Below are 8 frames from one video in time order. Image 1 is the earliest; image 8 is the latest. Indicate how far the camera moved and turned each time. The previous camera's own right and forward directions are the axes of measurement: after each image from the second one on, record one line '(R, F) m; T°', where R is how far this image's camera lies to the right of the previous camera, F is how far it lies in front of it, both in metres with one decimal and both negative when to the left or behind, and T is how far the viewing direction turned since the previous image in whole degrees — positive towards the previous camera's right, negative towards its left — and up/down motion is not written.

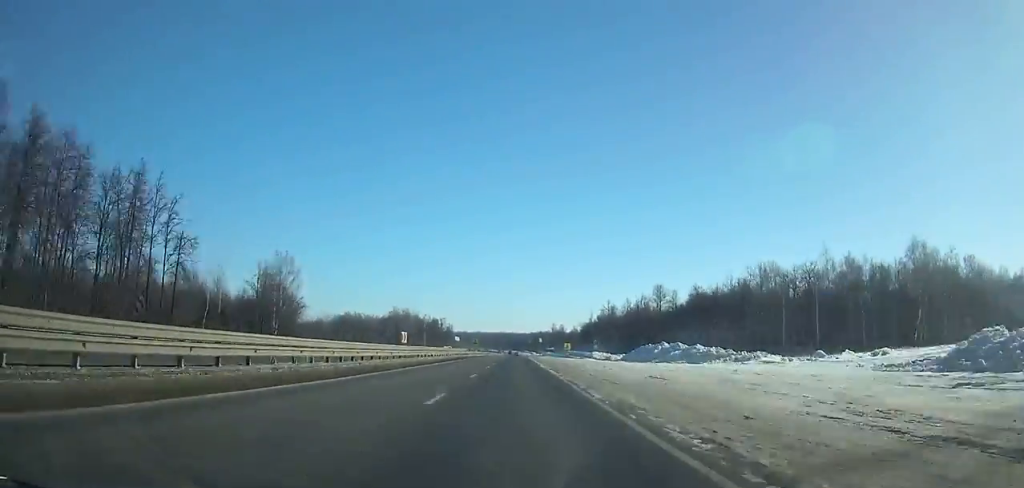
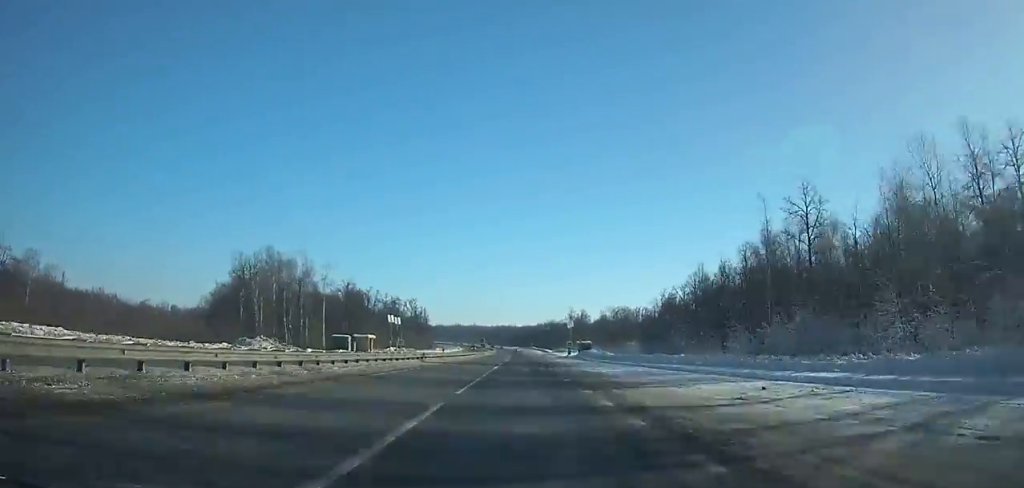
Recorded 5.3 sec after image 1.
(+0.1, +148.0) m; 0°
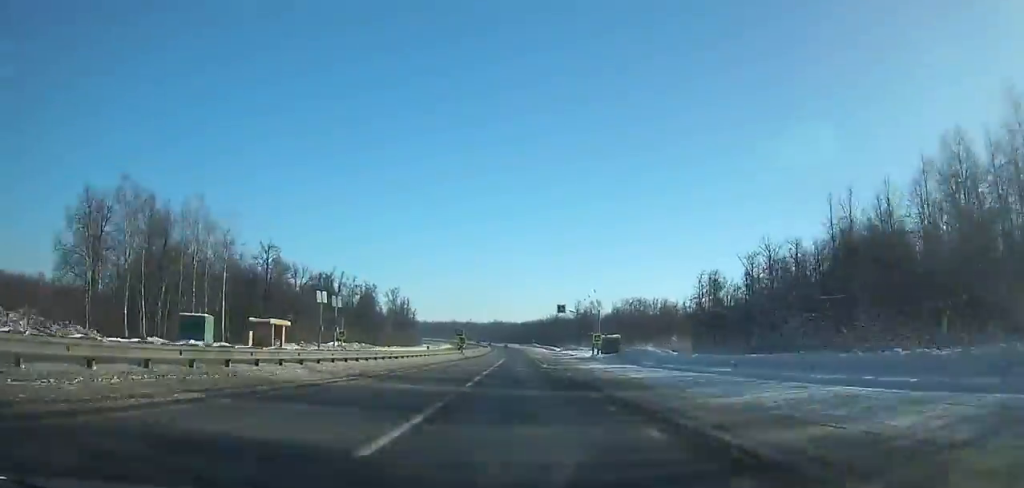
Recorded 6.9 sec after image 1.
(+0.2, +44.7) m; 0°
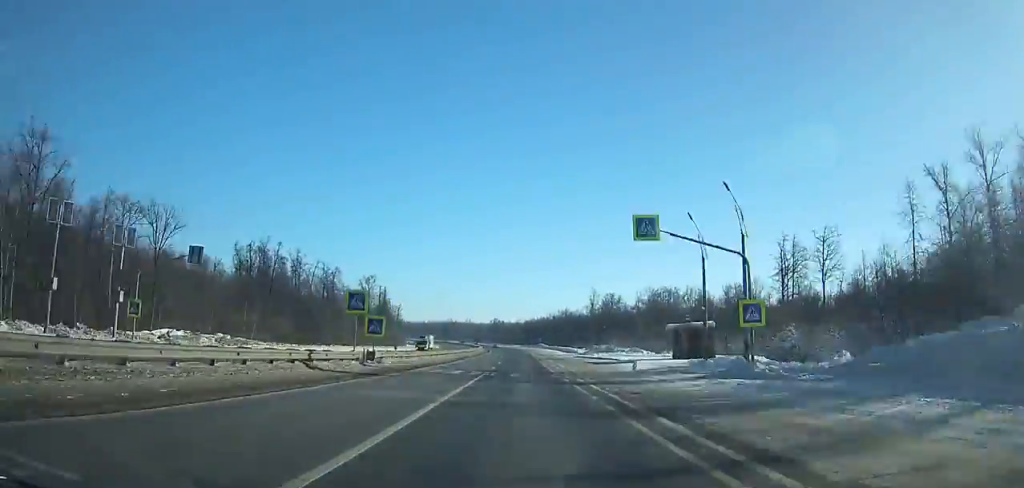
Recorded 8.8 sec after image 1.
(-0.2, +53.1) m; -1°
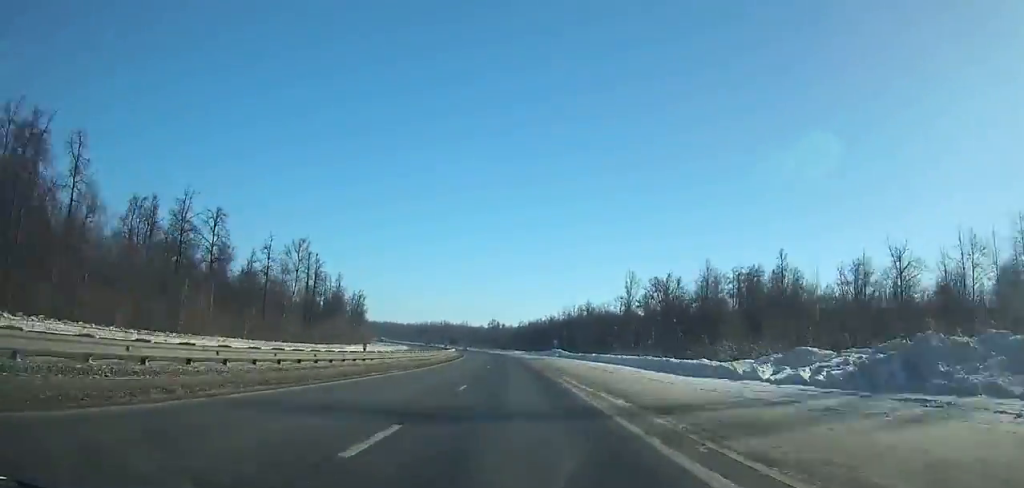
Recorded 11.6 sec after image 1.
(-0.8, +78.2) m; -2°
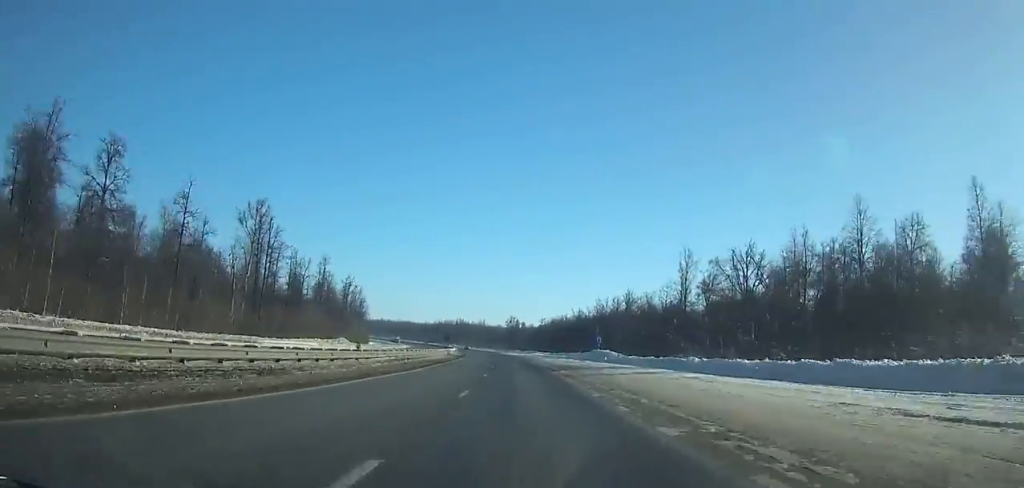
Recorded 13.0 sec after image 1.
(0.0, +39.1) m; -1°
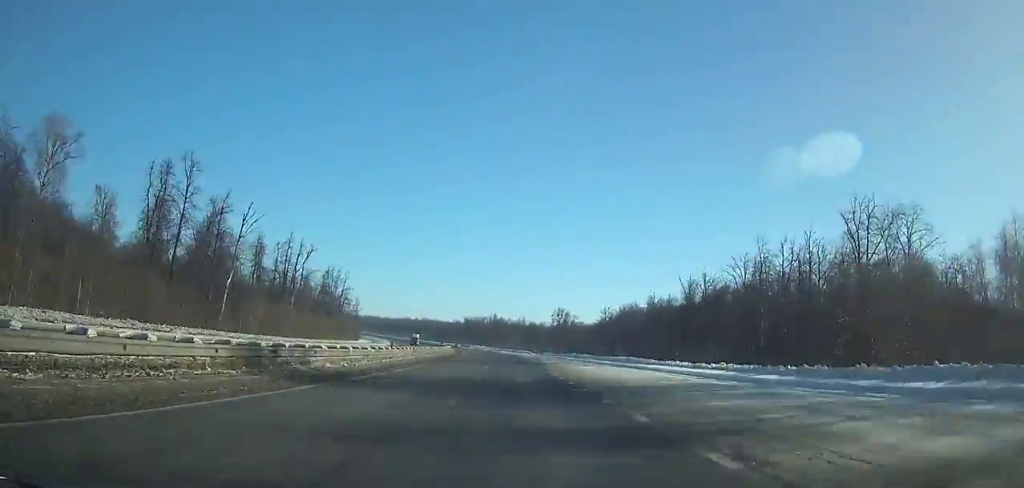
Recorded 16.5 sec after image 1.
(-3.1, +97.7) m; -4°
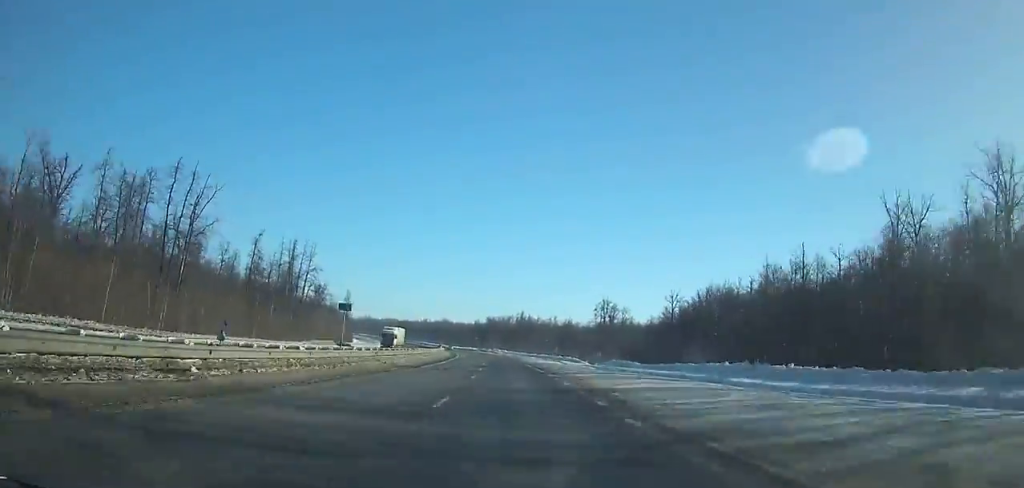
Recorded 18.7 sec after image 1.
(-2.2, +61.7) m; -3°
